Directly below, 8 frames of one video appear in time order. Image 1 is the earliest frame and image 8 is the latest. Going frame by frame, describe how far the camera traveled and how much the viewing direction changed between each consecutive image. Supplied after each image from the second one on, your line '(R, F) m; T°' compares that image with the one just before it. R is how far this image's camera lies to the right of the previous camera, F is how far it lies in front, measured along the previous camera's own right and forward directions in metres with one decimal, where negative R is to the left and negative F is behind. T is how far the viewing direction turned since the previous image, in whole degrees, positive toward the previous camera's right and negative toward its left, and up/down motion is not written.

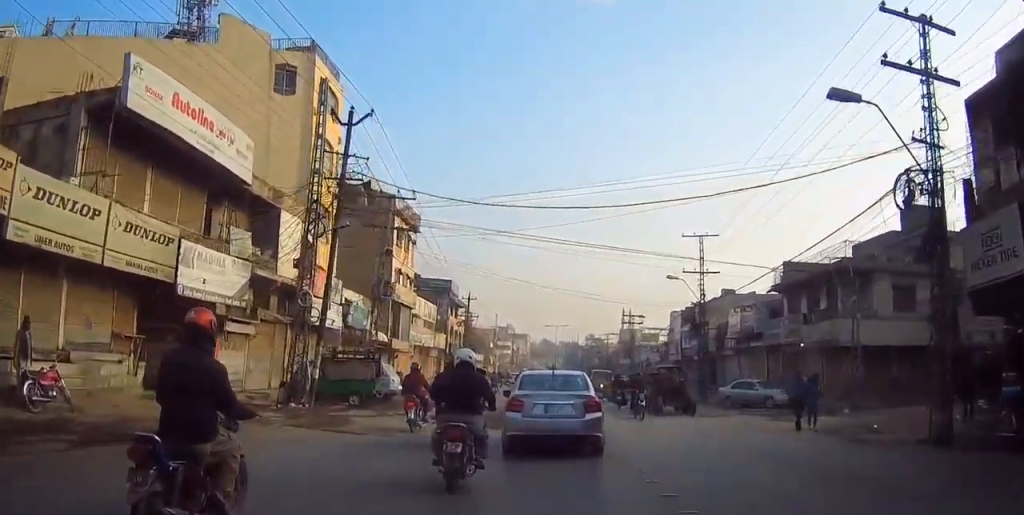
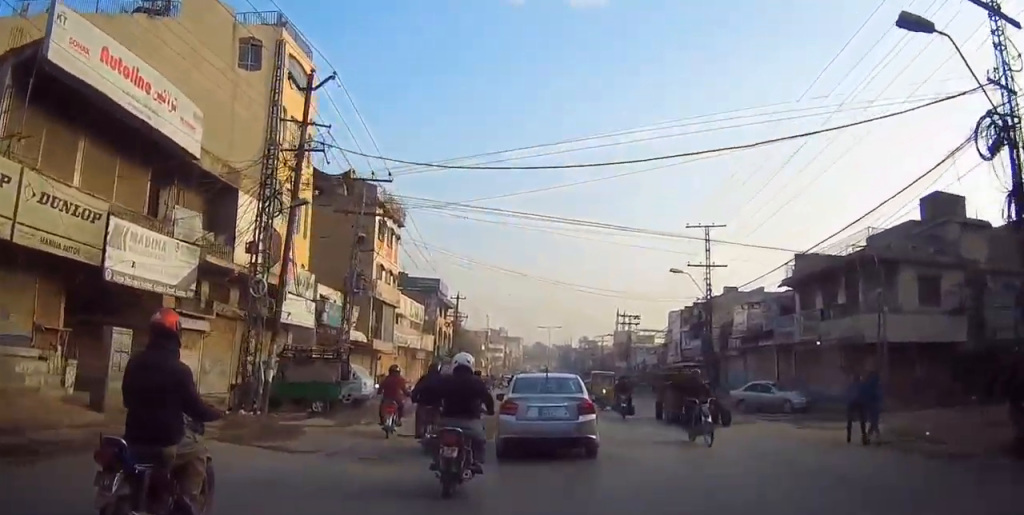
(+0.4, +3.3) m; +3°
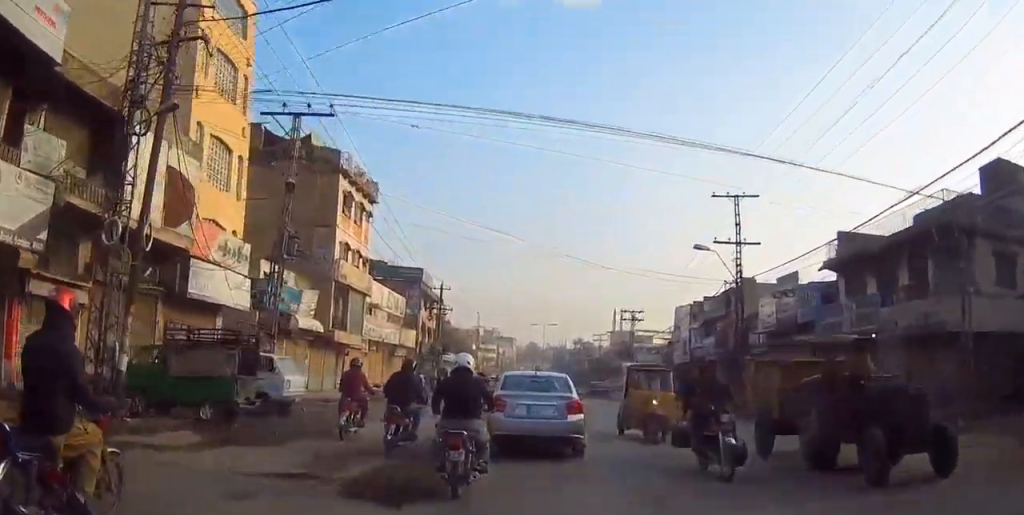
(+0.3, +7.1) m; +1°
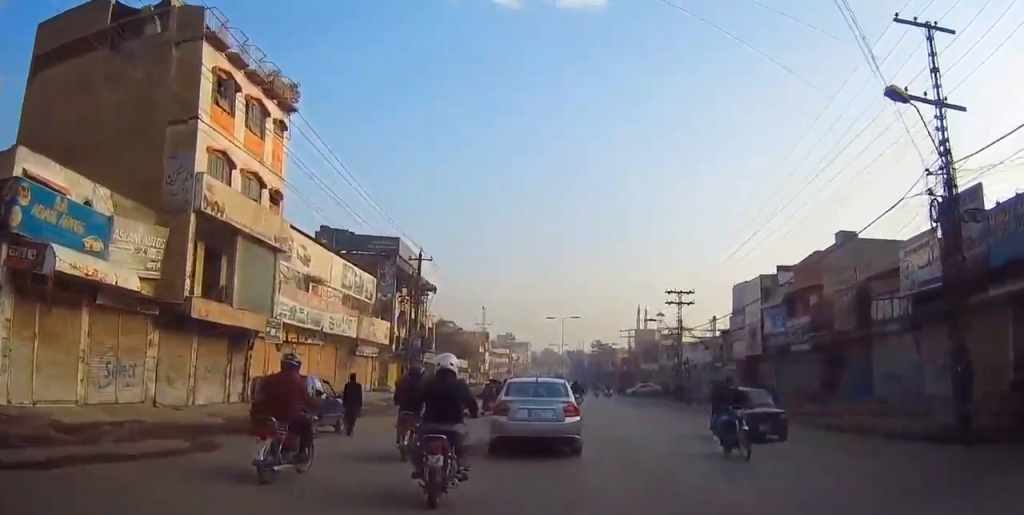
(-0.4, +16.9) m; 0°
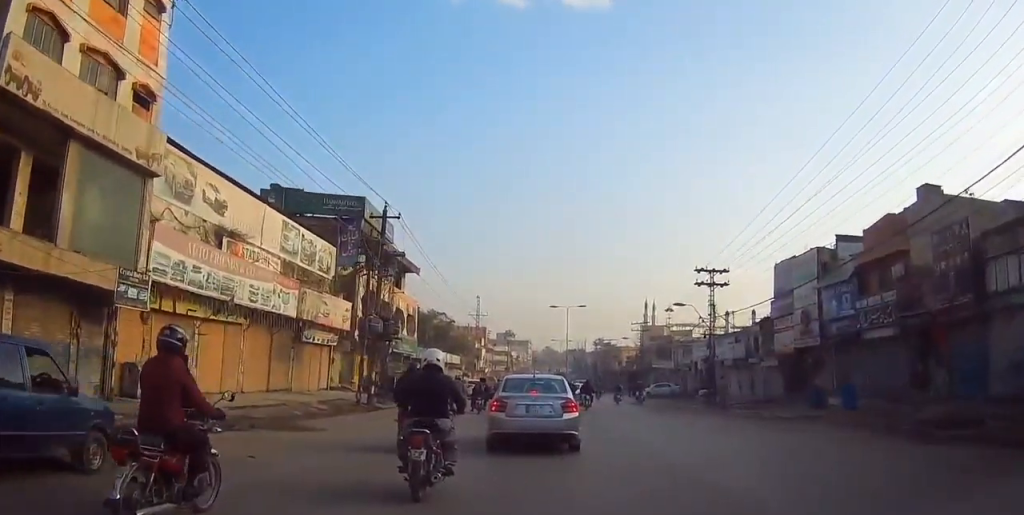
(0.0, +9.7) m; -1°
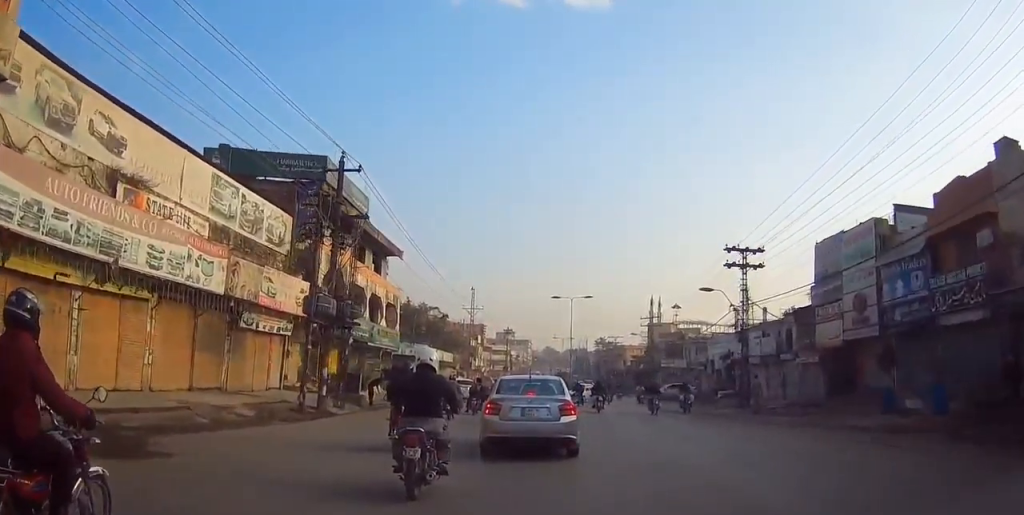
(-0.1, +7.1) m; -2°
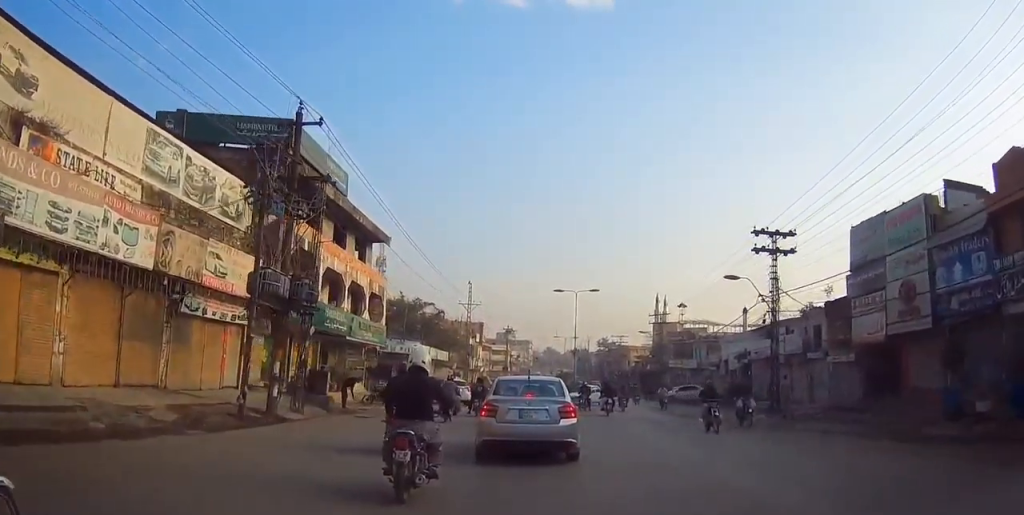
(-0.1, +4.7) m; -1°
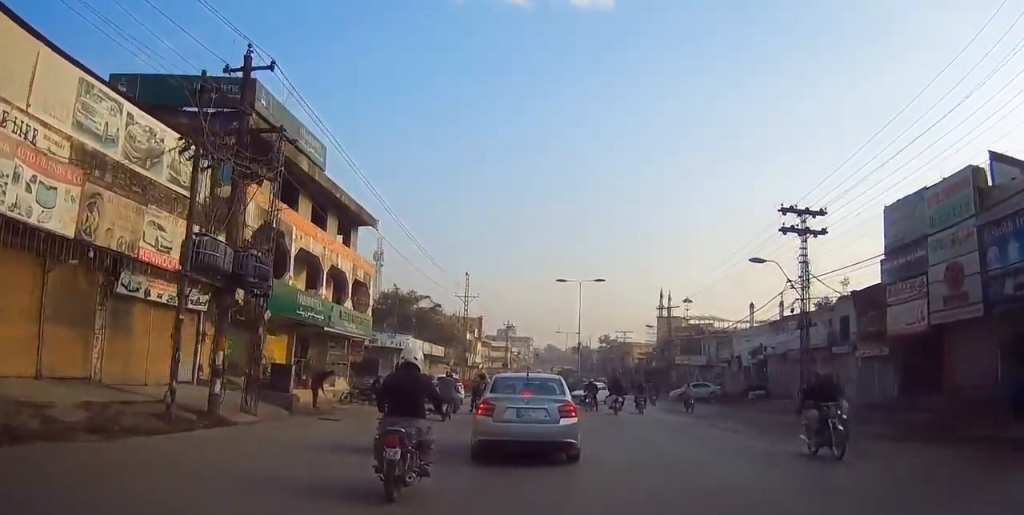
(-0.1, +3.9) m; 0°
